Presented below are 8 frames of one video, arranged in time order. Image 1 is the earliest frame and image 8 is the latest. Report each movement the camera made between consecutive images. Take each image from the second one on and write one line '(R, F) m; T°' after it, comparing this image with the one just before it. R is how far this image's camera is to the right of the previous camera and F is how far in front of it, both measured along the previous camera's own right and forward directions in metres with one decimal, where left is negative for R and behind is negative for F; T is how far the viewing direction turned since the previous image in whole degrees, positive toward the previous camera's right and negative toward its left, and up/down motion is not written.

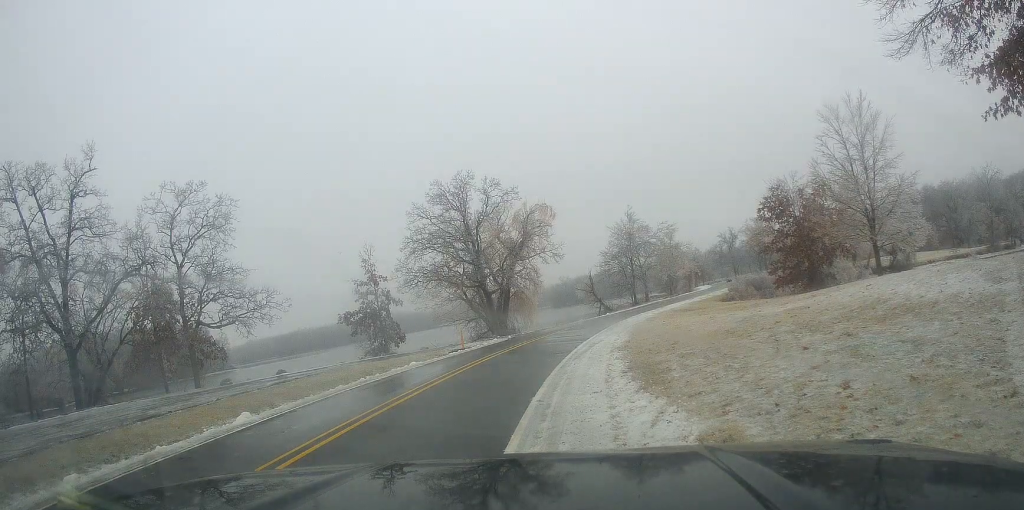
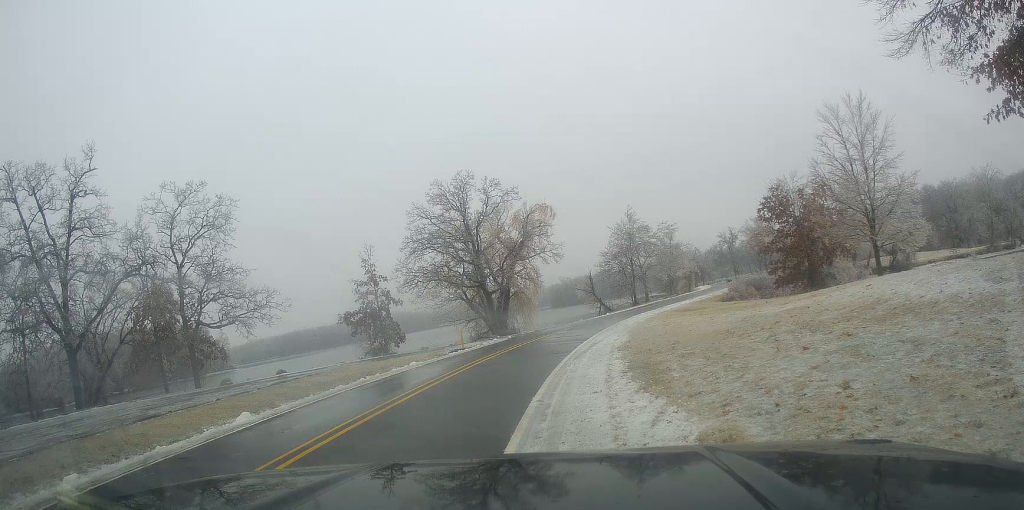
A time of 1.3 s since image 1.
(0.0, 0.0) m; 0°
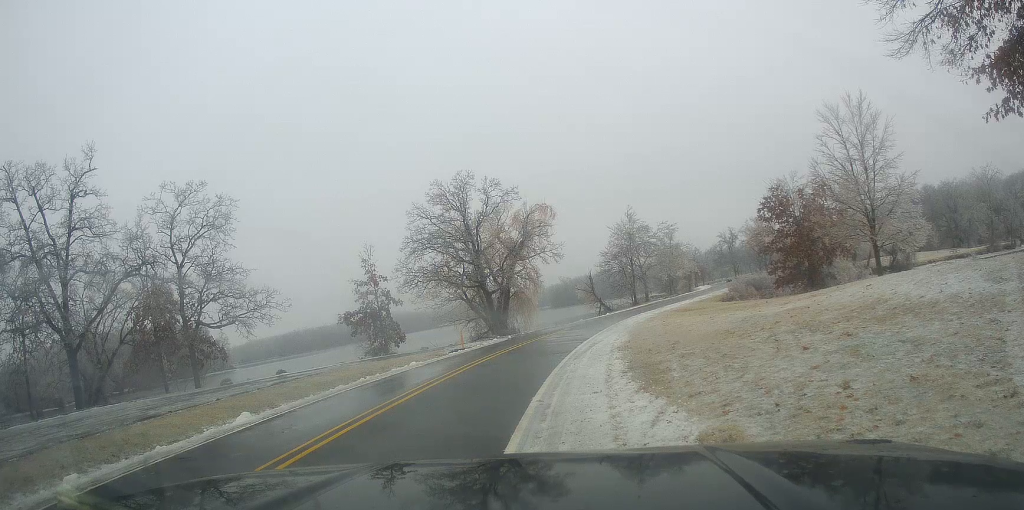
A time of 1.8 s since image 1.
(0.0, 0.0) m; 0°
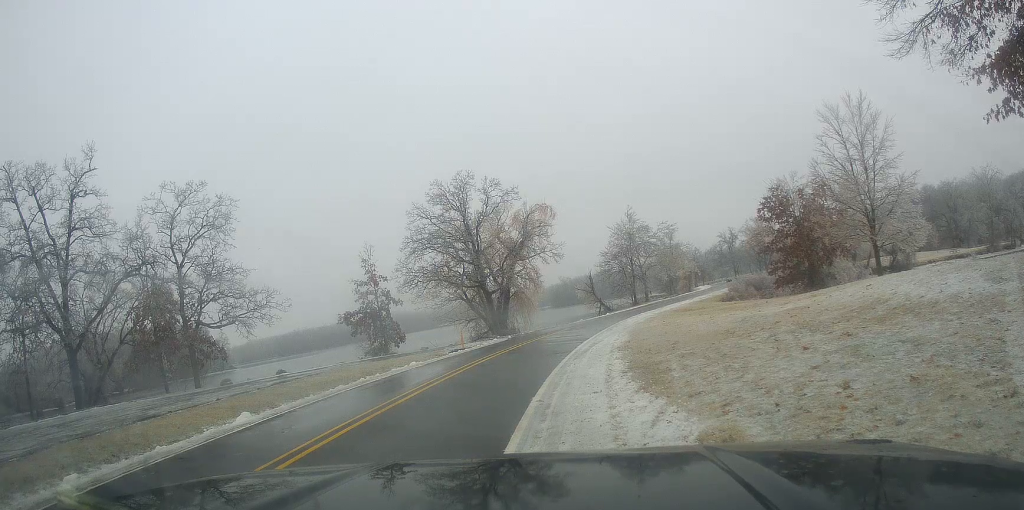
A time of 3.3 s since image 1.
(0.0, 0.0) m; 0°
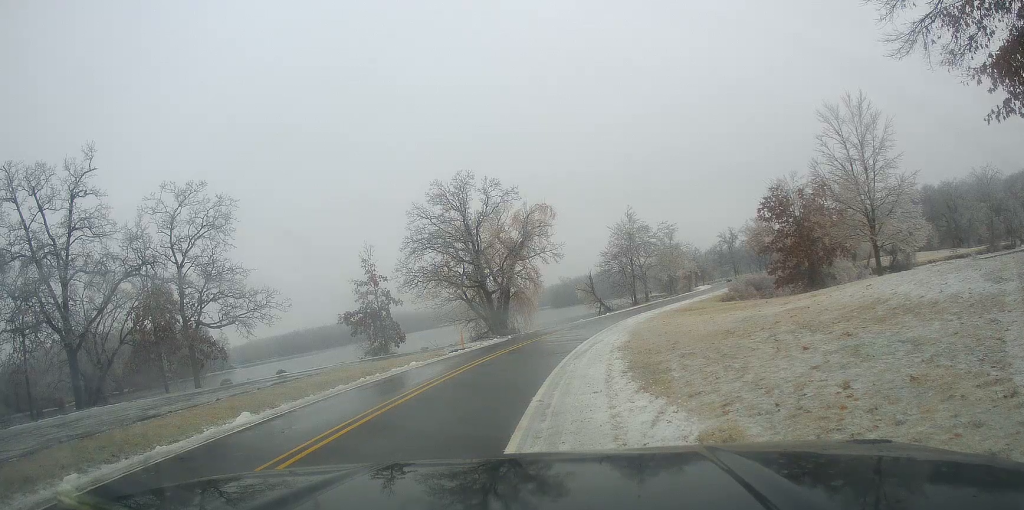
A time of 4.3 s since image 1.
(0.0, 0.0) m; 0°
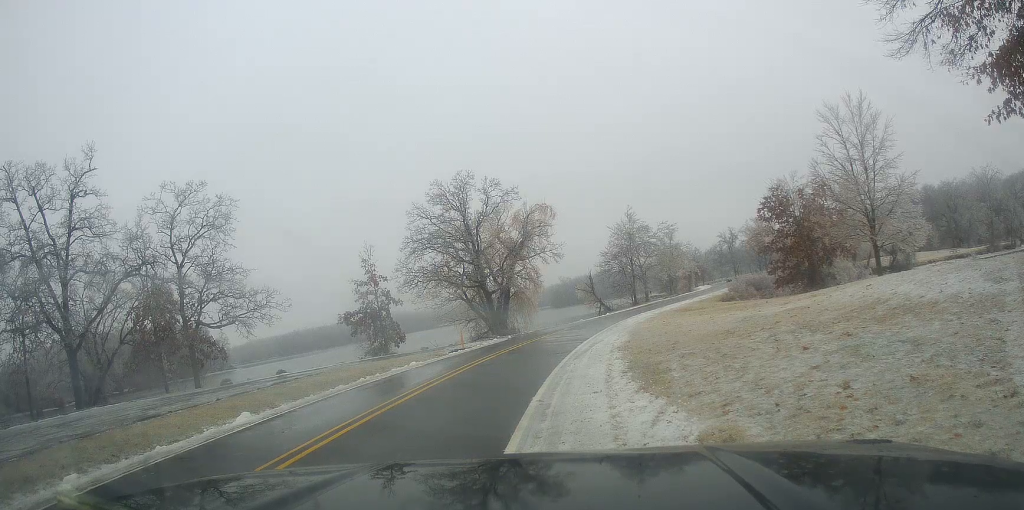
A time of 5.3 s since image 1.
(0.0, 0.0) m; 0°
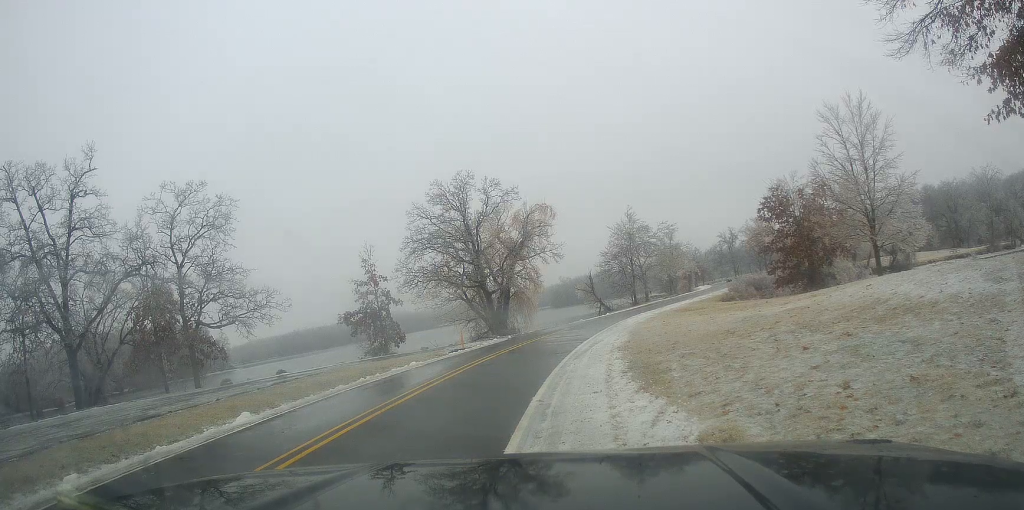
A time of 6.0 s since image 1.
(0.0, 0.0) m; 0°
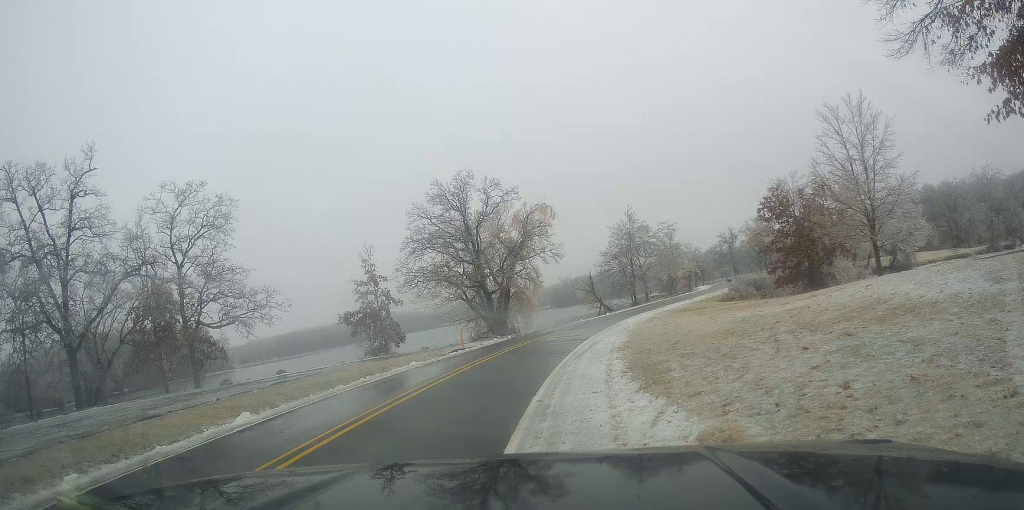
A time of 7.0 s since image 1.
(0.0, 0.0) m; 0°
